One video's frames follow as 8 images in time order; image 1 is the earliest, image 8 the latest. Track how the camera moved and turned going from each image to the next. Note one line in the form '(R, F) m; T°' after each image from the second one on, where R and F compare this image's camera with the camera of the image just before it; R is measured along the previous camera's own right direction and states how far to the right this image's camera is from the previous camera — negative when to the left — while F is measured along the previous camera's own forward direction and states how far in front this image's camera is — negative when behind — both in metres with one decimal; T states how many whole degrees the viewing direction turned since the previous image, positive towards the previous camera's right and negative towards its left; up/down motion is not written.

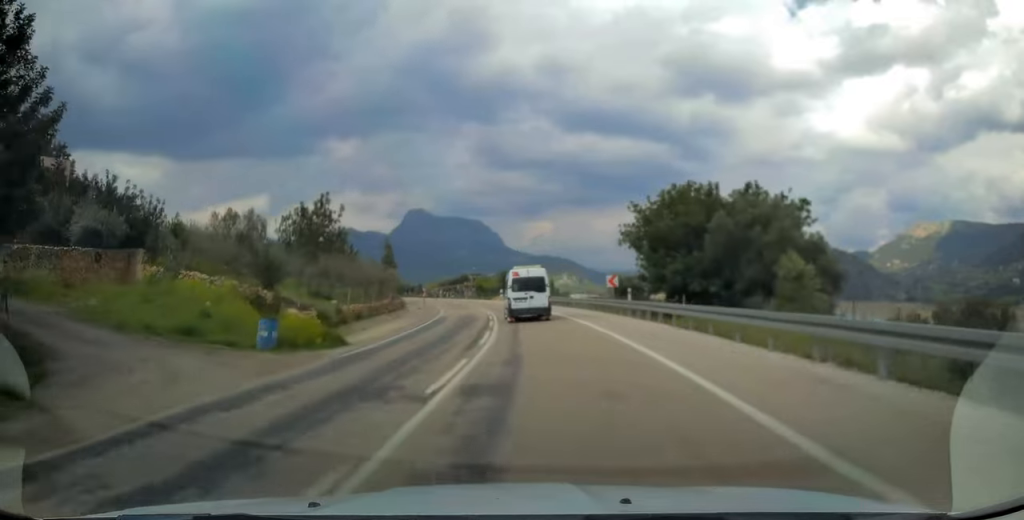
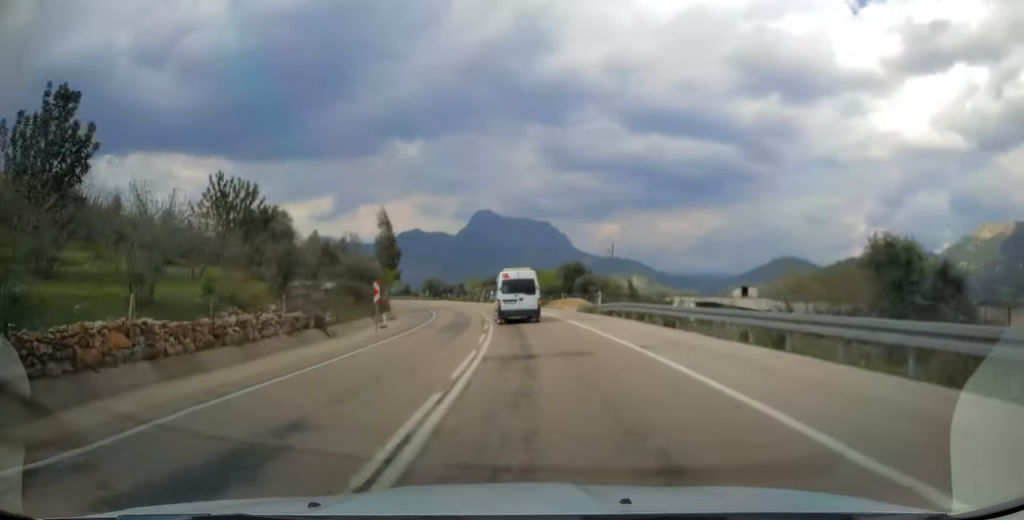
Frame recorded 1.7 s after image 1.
(-1.6, +35.5) m; -6°
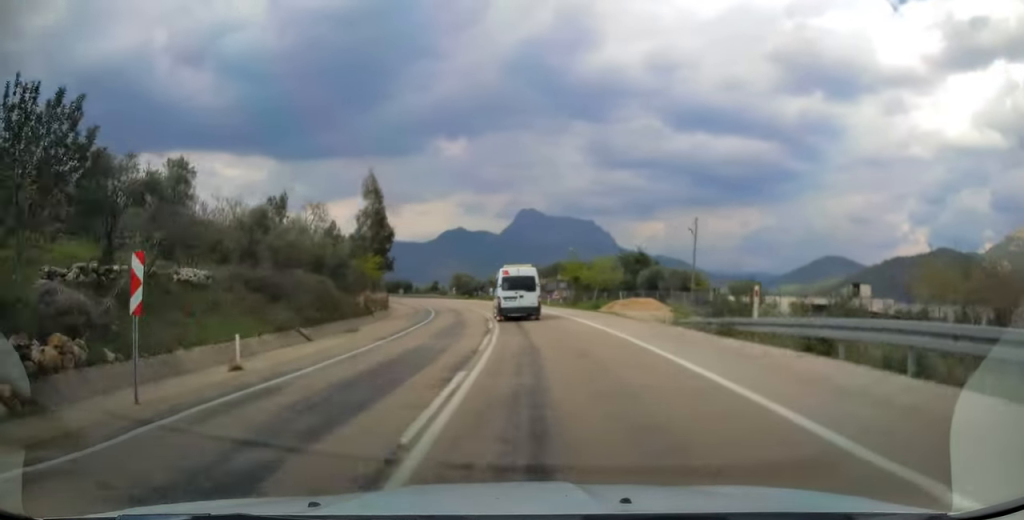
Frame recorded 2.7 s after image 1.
(-0.7, +19.5) m; -4°
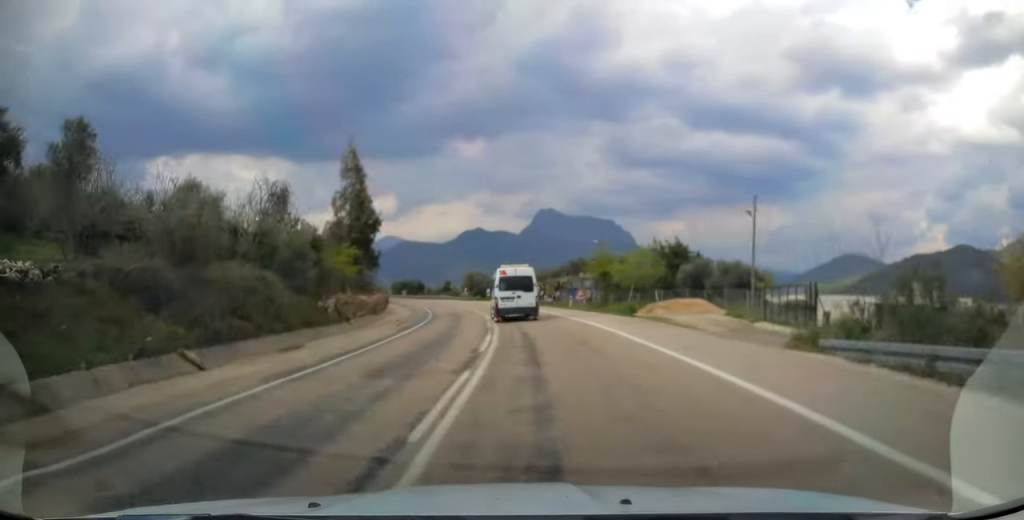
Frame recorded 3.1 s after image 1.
(-0.1, +9.2) m; -2°
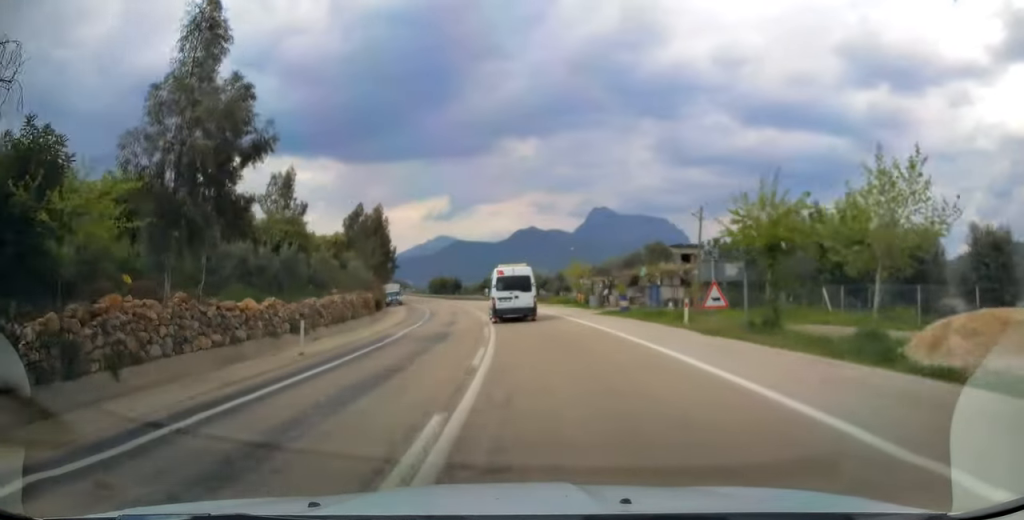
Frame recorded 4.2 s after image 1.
(-1.0, +22.7) m; -5°
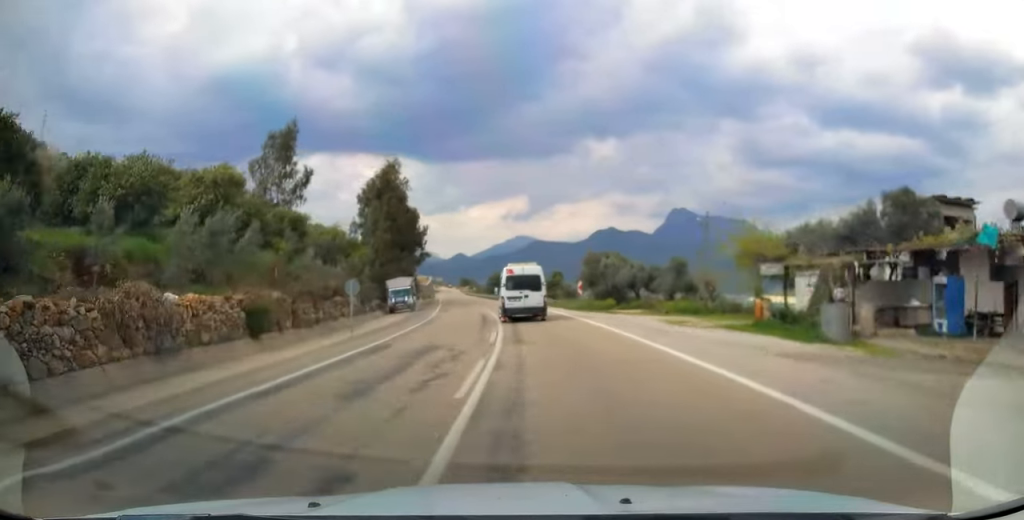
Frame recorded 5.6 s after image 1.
(-1.9, +31.1) m; -7°
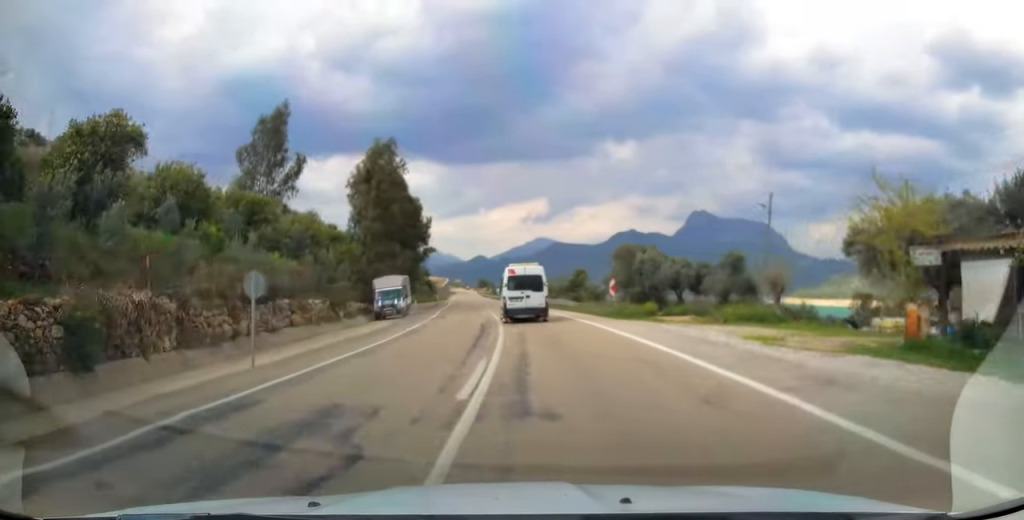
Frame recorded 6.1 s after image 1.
(-0.1, +9.2) m; -2°
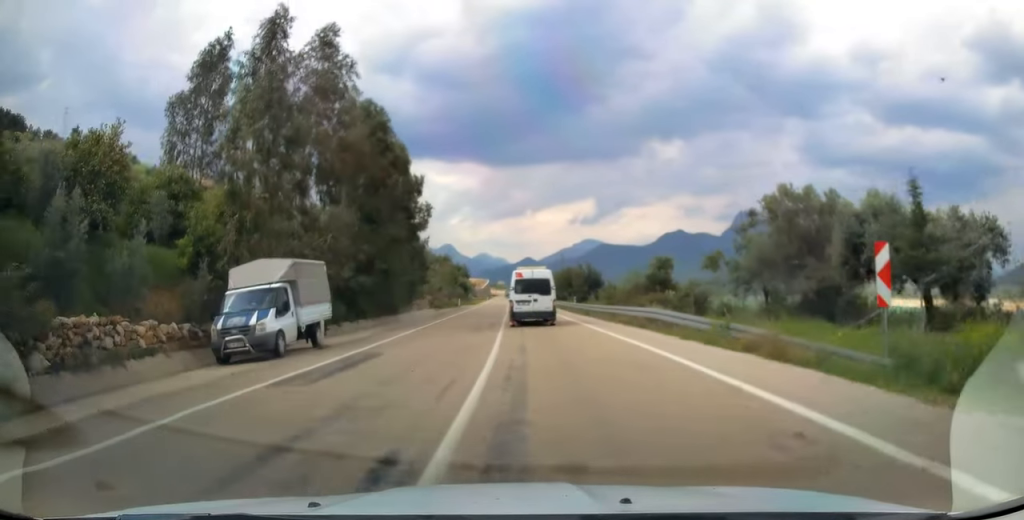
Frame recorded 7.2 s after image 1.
(-1.0, +24.1) m; -4°
